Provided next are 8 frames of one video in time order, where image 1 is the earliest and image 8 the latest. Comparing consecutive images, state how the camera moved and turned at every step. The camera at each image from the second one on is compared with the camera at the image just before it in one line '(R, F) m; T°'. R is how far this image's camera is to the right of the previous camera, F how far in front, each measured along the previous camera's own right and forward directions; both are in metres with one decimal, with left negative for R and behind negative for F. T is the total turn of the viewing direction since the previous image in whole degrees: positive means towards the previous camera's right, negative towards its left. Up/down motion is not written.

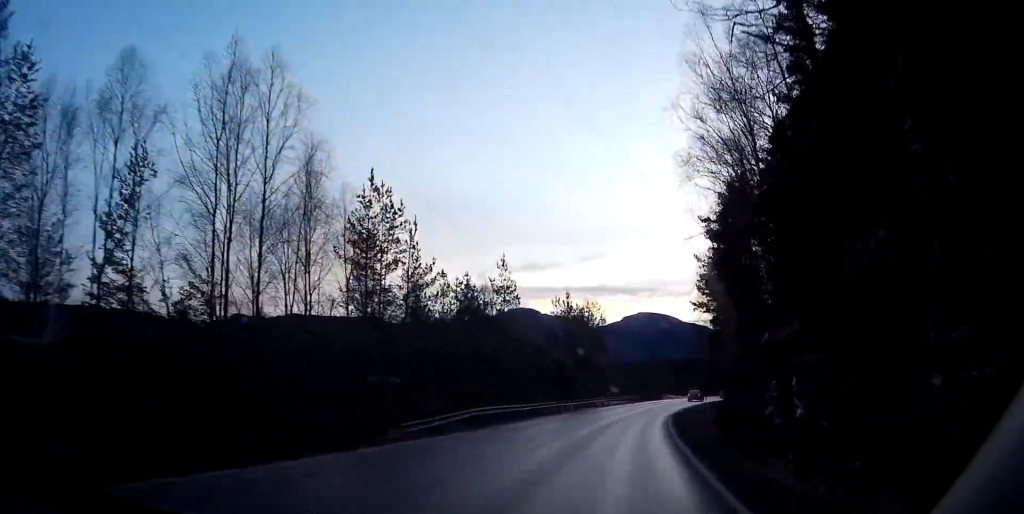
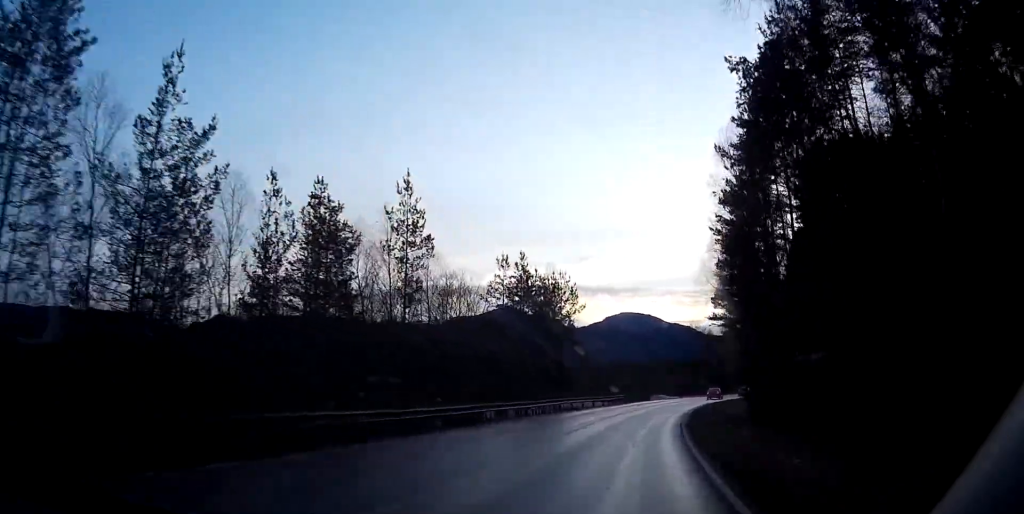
(0.0, +20.0) m; 0°
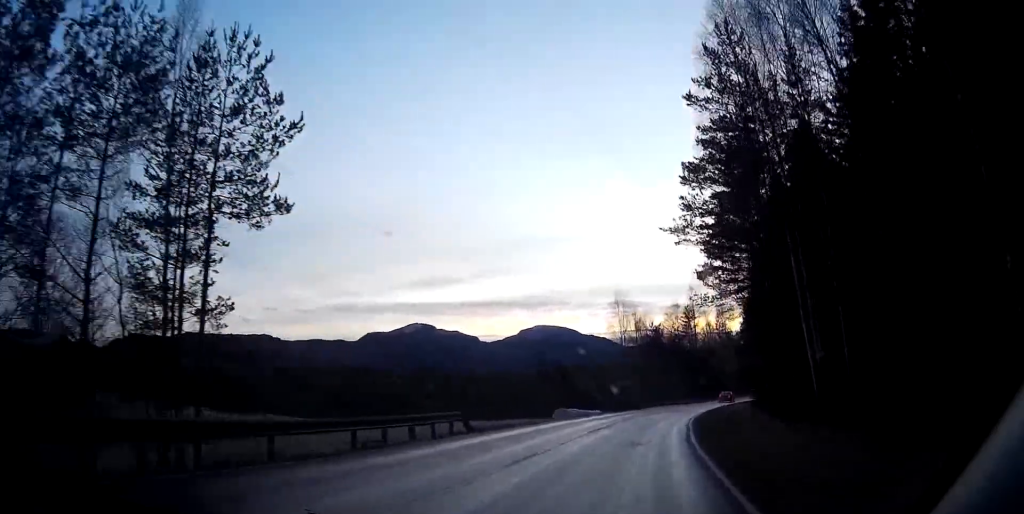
(+1.1, +44.9) m; +2°
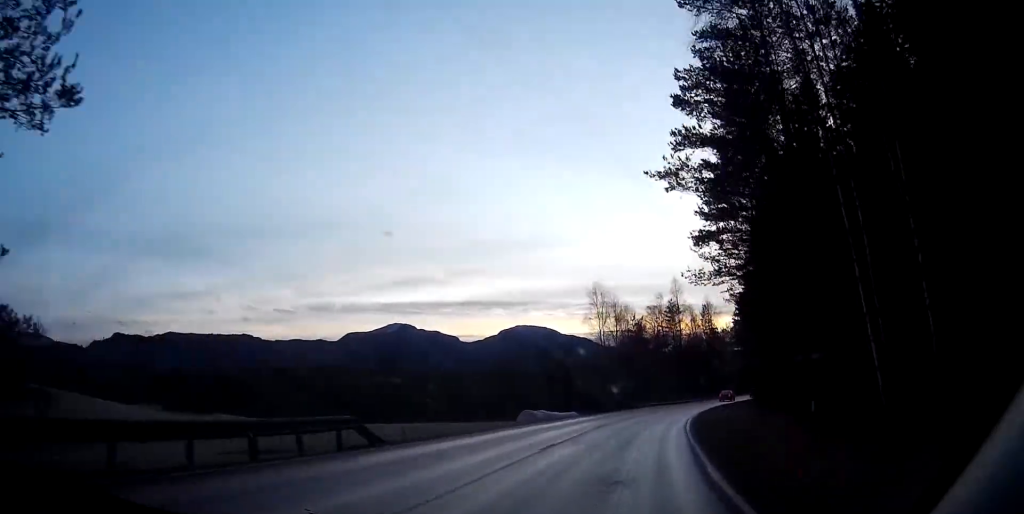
(-0.1, +9.1) m; +2°
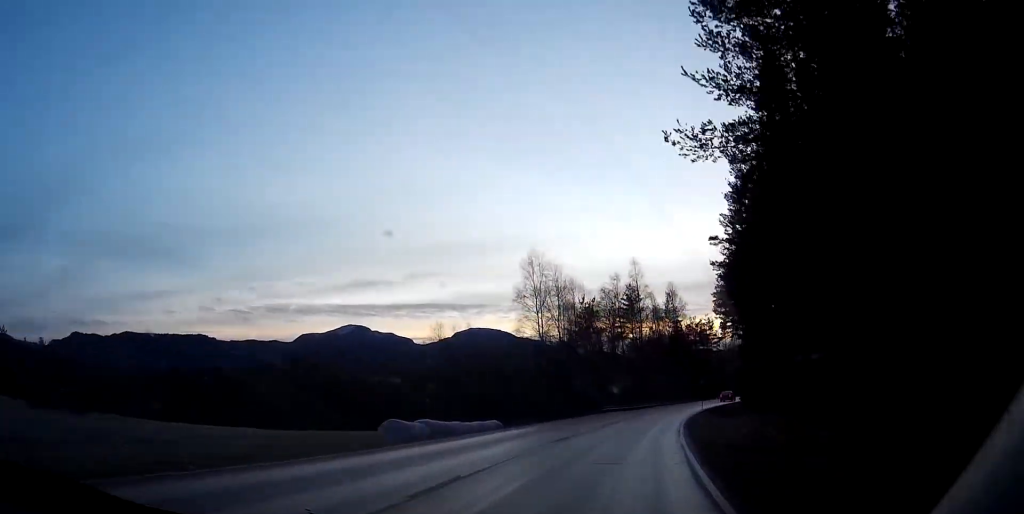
(+1.0, +20.8) m; +8°
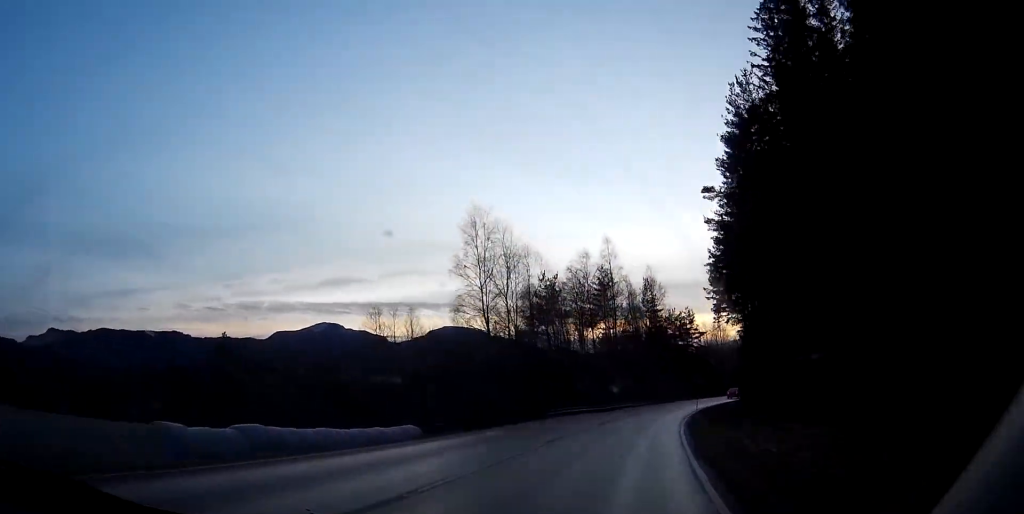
(+0.8, +14.0) m; +6°
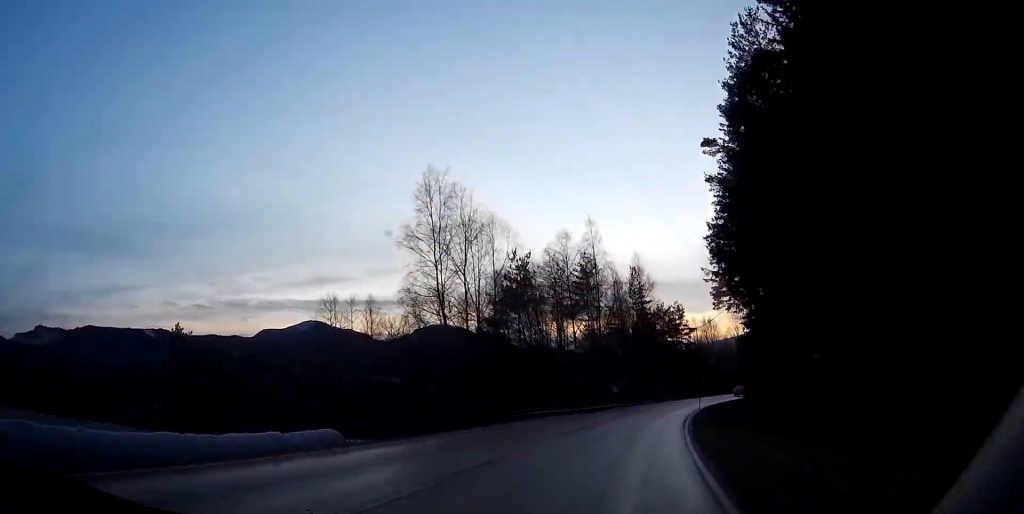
(+0.3, +8.3) m; +3°
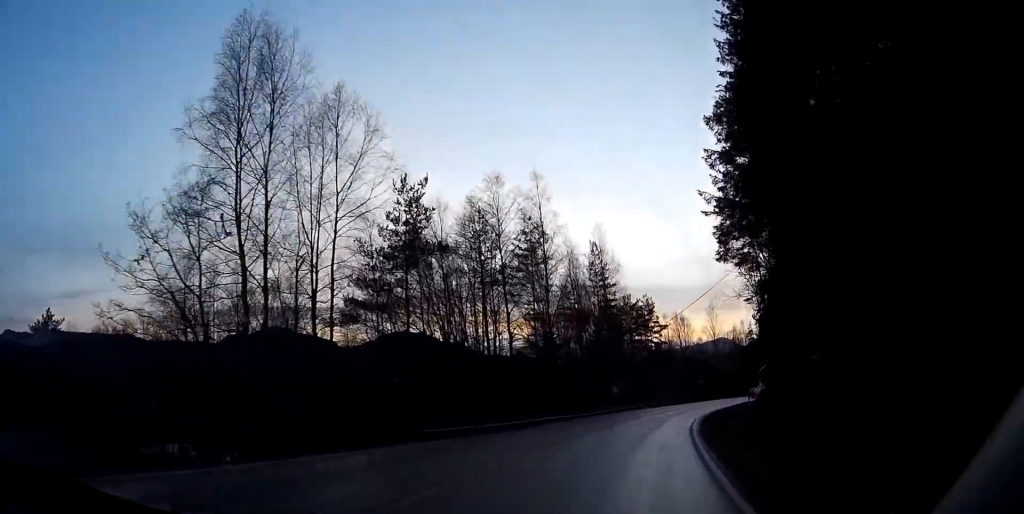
(+0.9, +19.6) m; +5°
